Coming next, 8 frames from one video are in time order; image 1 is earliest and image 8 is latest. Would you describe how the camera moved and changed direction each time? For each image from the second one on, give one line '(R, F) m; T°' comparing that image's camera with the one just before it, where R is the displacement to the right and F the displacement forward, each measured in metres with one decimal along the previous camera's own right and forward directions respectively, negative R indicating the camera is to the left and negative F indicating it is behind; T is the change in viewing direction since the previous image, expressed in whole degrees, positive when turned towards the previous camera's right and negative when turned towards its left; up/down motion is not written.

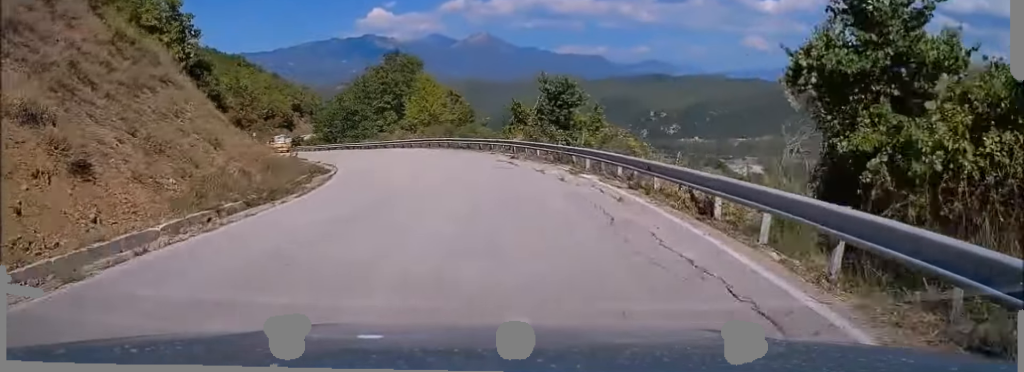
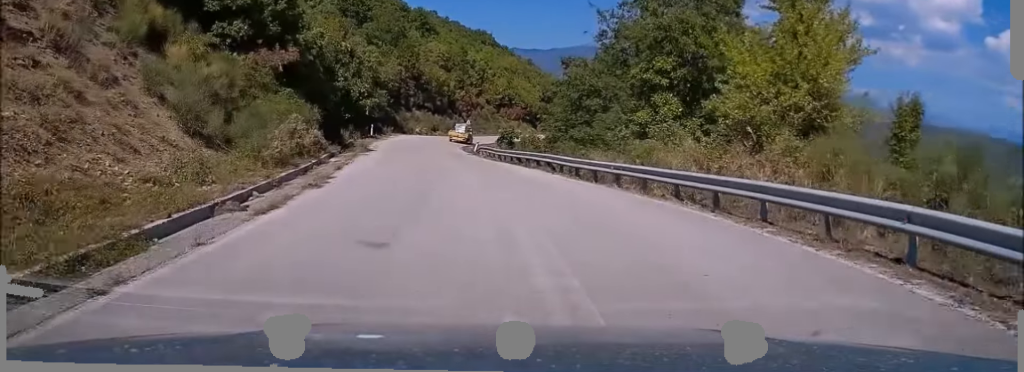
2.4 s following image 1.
(-7.1, +41.7) m; -21°
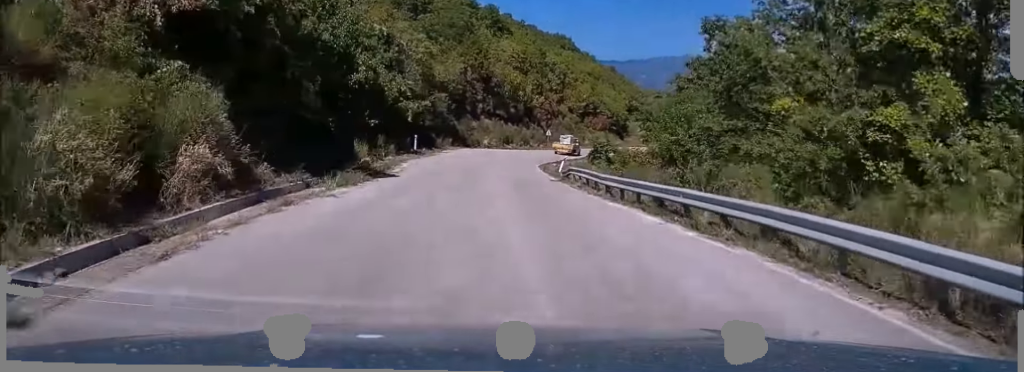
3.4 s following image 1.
(-1.2, +16.7) m; -5°
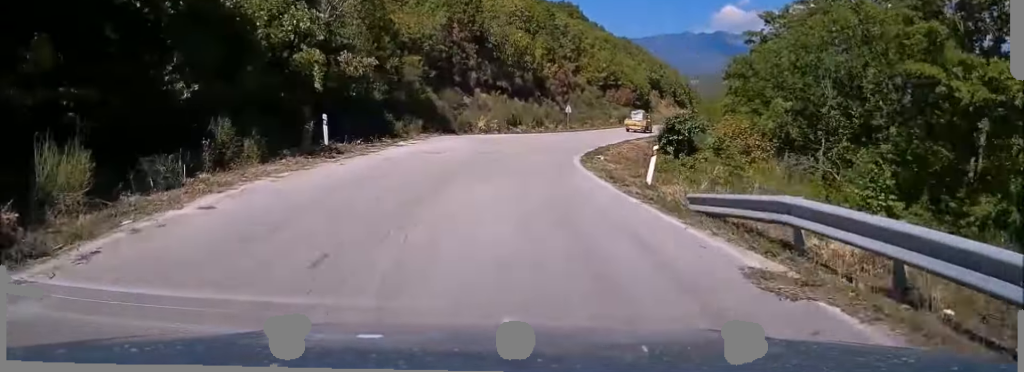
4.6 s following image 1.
(-0.6, +22.3) m; -1°
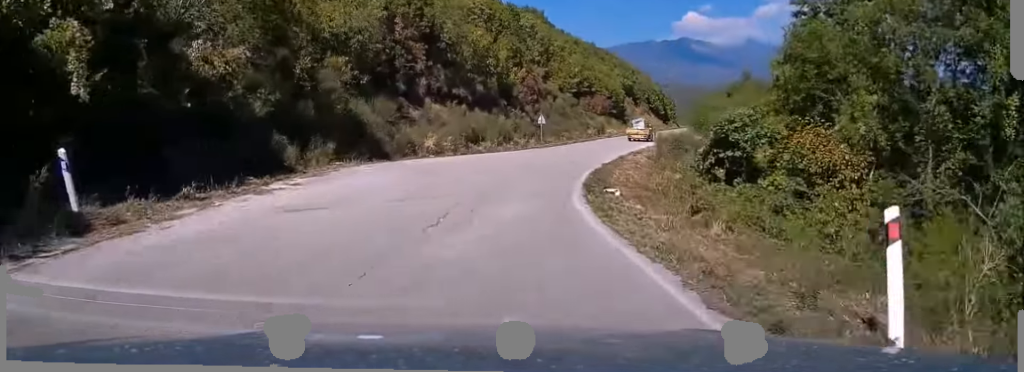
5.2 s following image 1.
(+0.2, +11.4) m; +3°
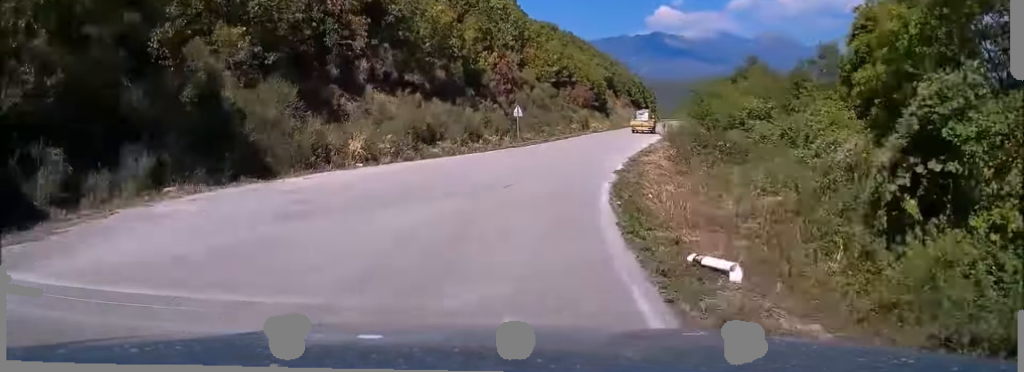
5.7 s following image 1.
(-0.3, +10.2) m; +3°
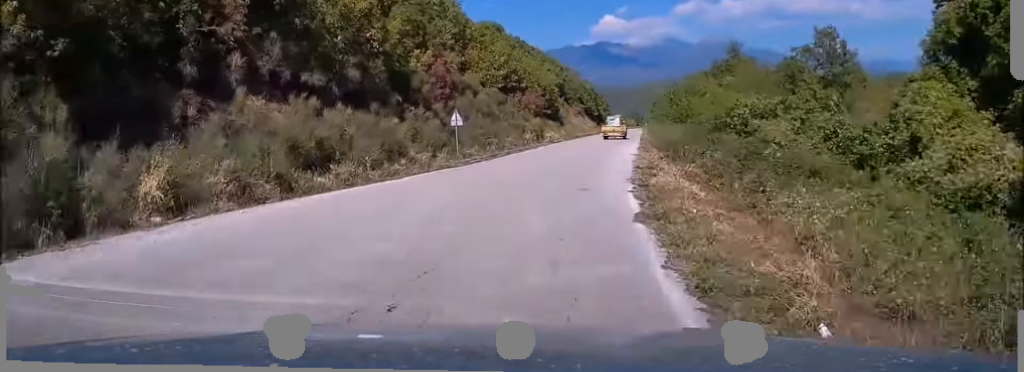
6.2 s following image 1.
(+0.8, +10.3) m; +4°
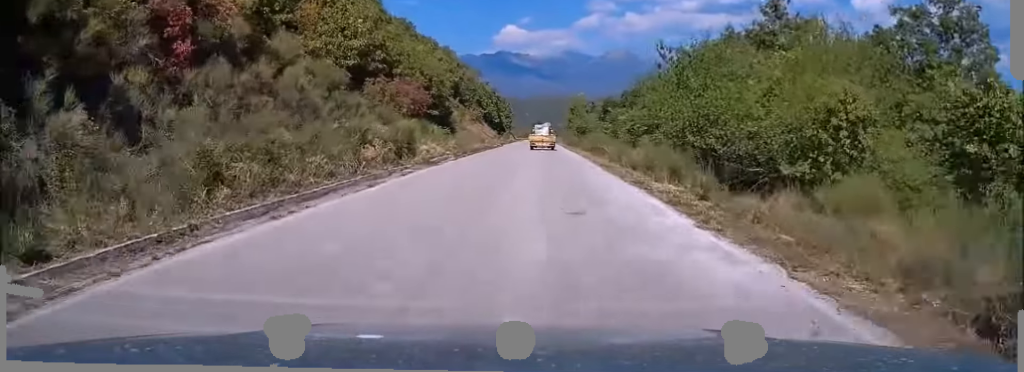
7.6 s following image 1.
(+2.0, +27.3) m; +8°
